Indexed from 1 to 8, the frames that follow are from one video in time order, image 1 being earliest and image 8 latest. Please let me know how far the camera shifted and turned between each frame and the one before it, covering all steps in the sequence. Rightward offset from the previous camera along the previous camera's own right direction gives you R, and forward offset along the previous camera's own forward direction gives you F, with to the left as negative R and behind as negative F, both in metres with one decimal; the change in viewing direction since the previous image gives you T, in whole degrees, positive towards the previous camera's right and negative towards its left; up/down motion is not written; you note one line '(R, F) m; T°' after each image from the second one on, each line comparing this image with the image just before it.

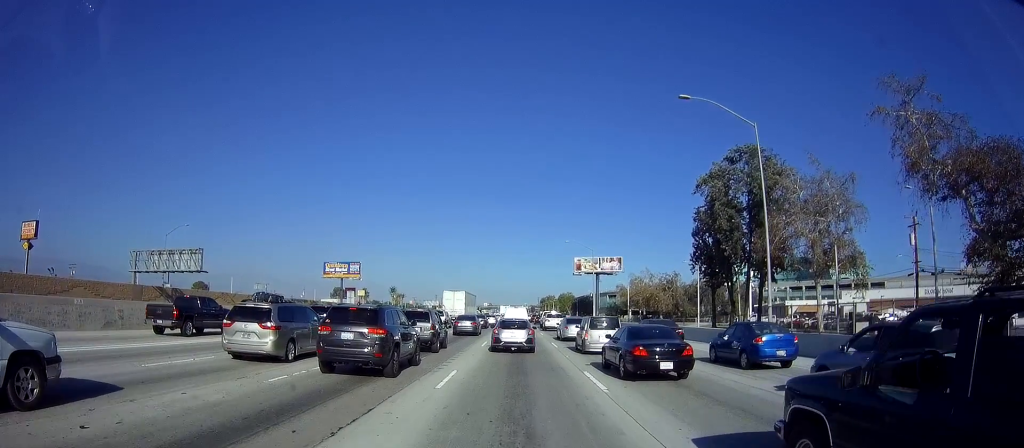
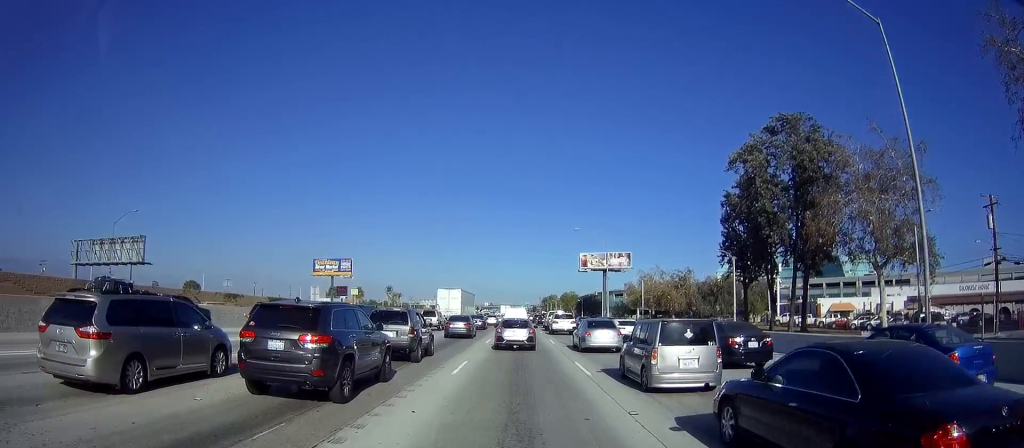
(+0.1, +11.9) m; 0°
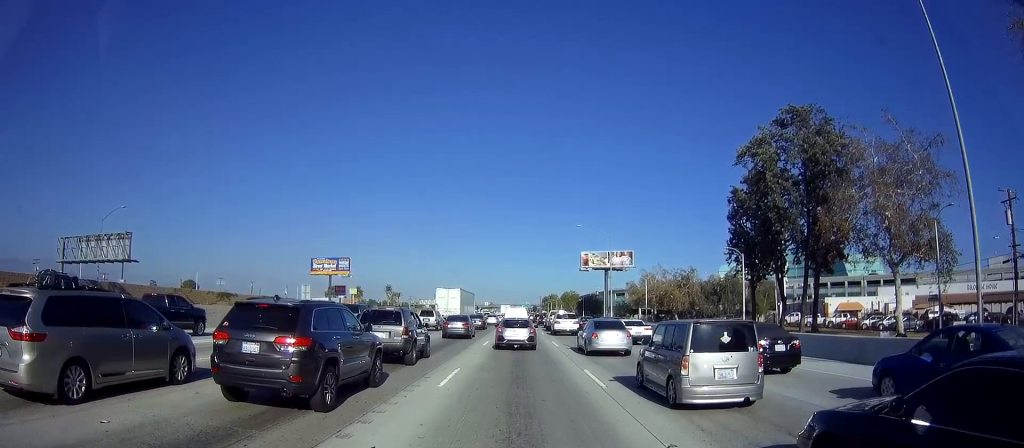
(0.0, +2.5) m; -1°
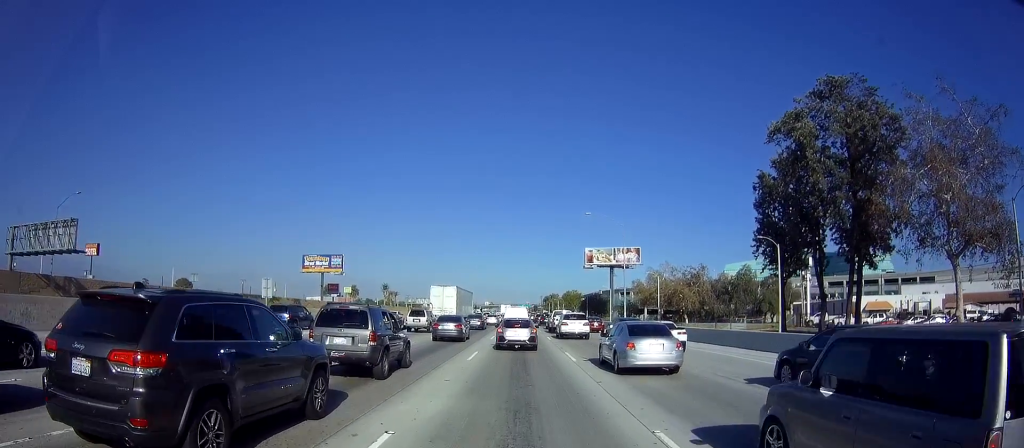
(-0.2, +7.9) m; +1°
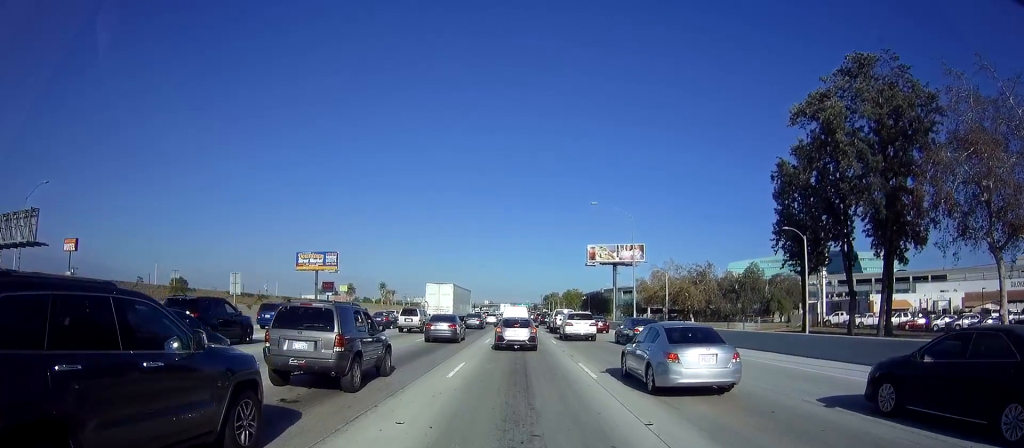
(+0.2, +4.8) m; +2°
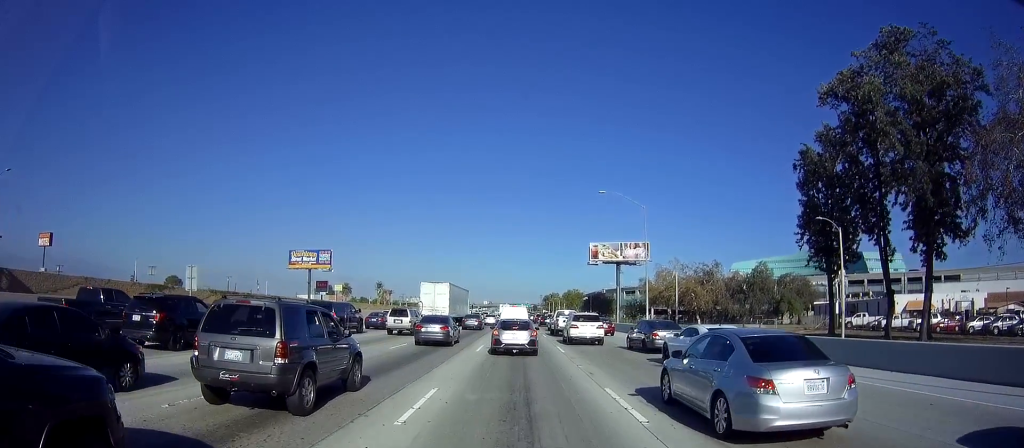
(-0.1, +5.1) m; 0°
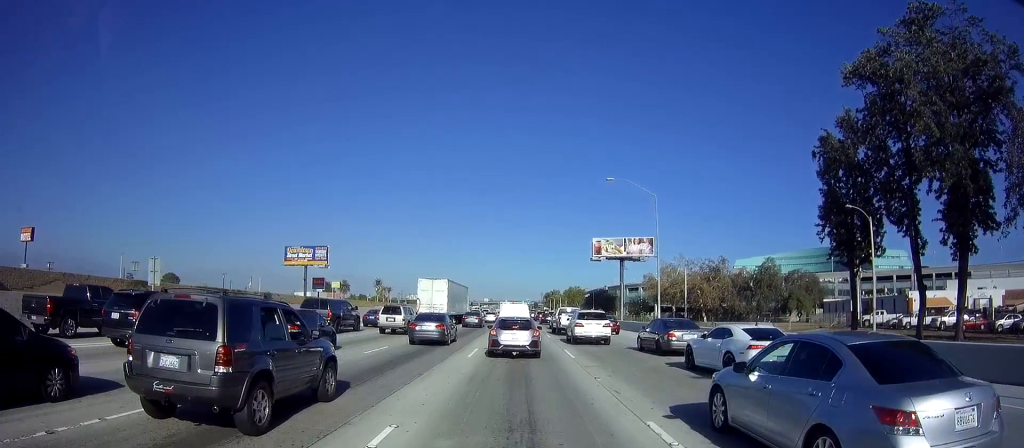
(0.0, +3.0) m; +1°
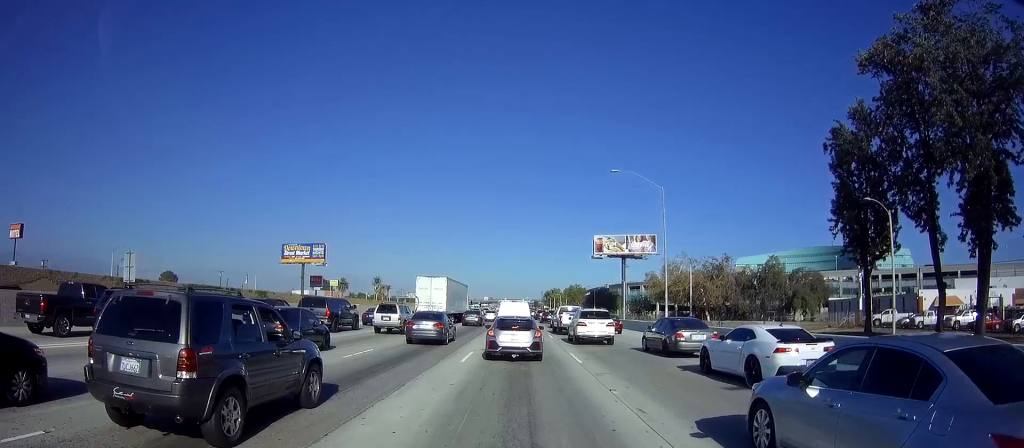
(0.0, +1.7) m; 0°
